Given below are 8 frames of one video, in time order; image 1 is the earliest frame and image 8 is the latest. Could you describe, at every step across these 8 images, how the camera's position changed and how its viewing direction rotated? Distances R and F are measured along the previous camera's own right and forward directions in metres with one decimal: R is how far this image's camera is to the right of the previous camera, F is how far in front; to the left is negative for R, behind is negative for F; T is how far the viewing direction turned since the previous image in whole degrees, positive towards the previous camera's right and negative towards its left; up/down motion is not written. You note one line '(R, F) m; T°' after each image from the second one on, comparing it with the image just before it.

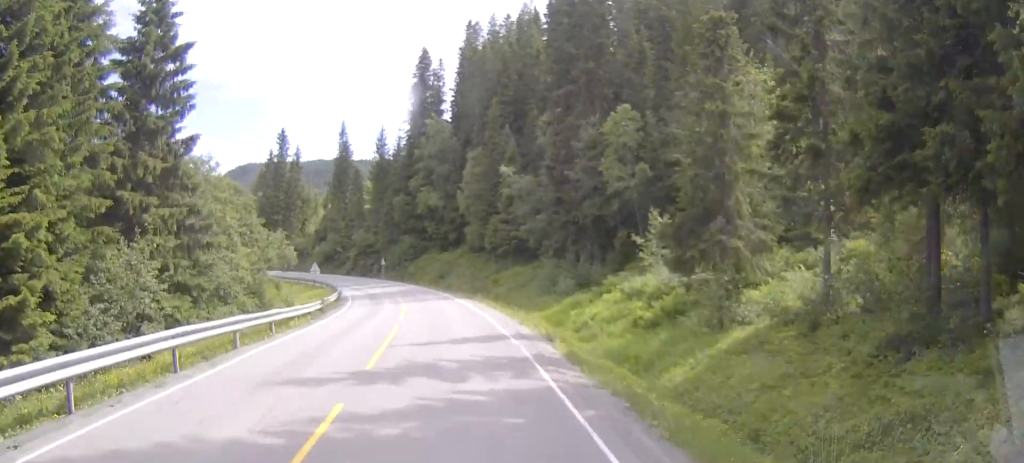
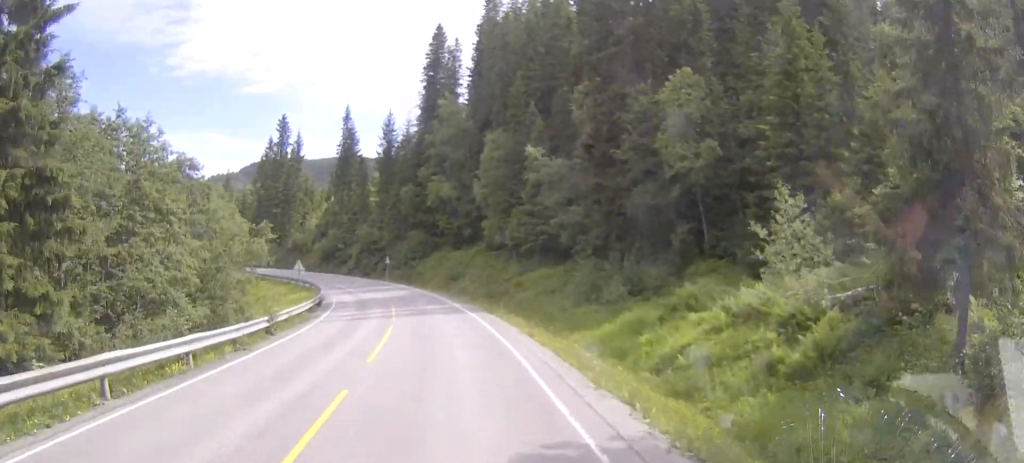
(-0.1, +10.7) m; -2°
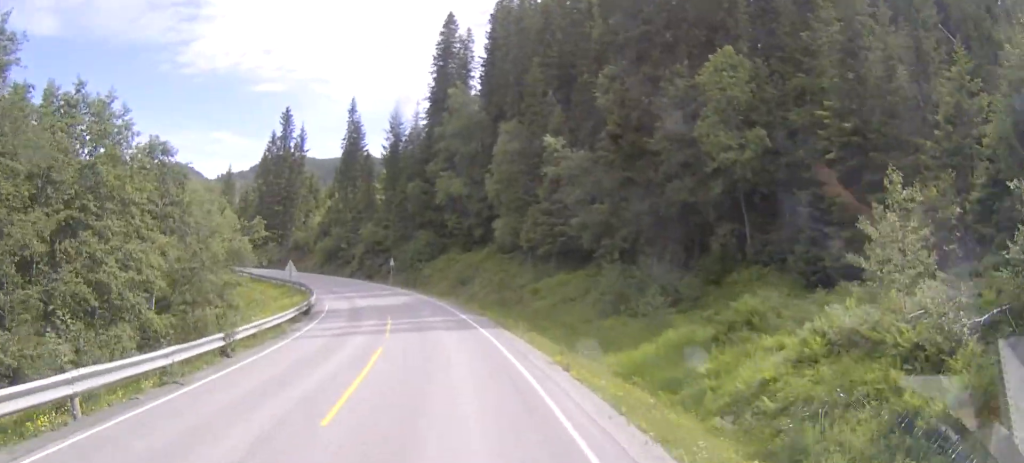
(-0.1, +4.8) m; -1°
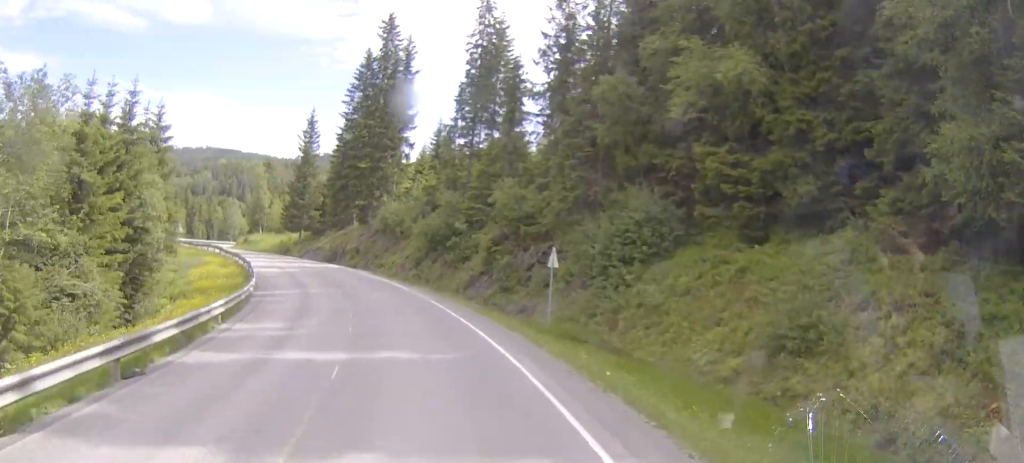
(-4.5, +43.5) m; -15°
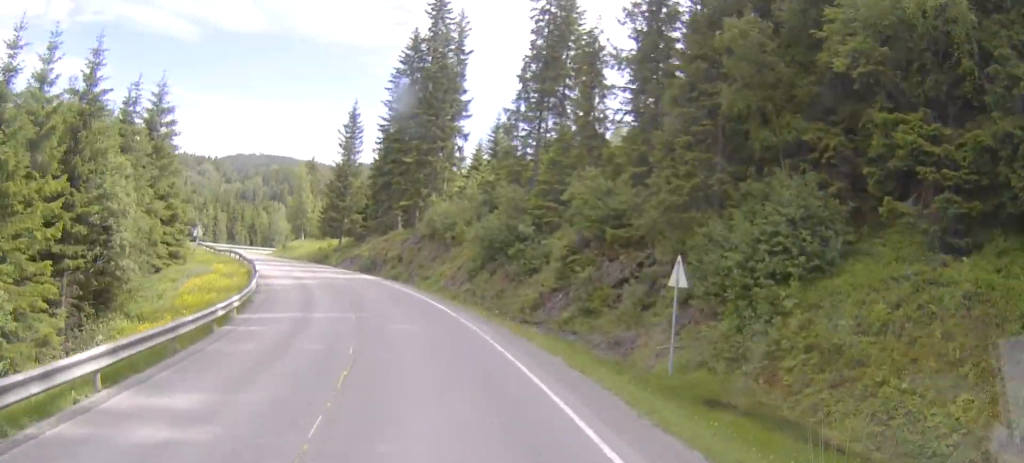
(-0.5, +8.9) m; -4°
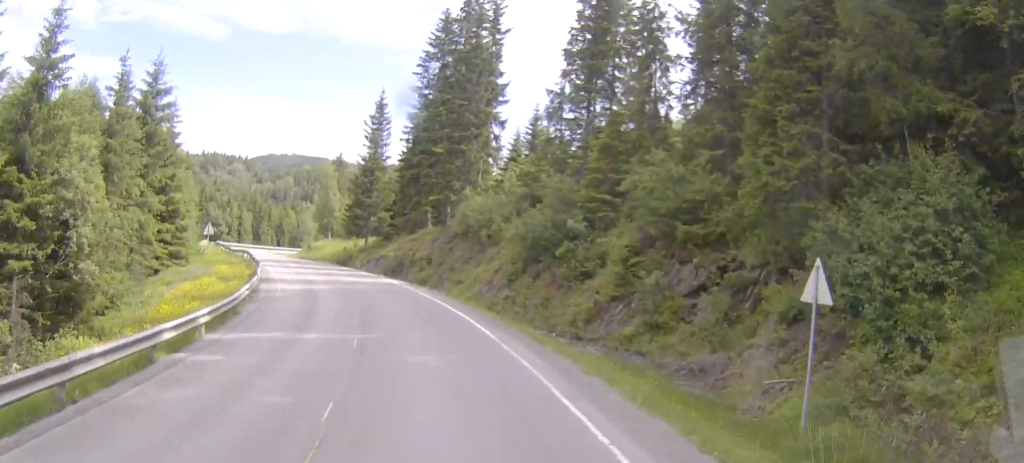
(-0.1, +5.8) m; -3°
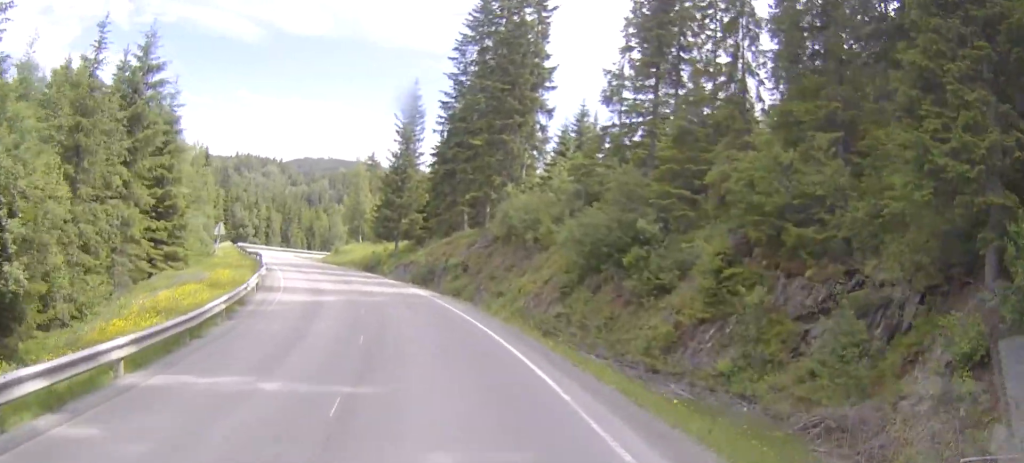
(-0.2, +5.9) m; -3°
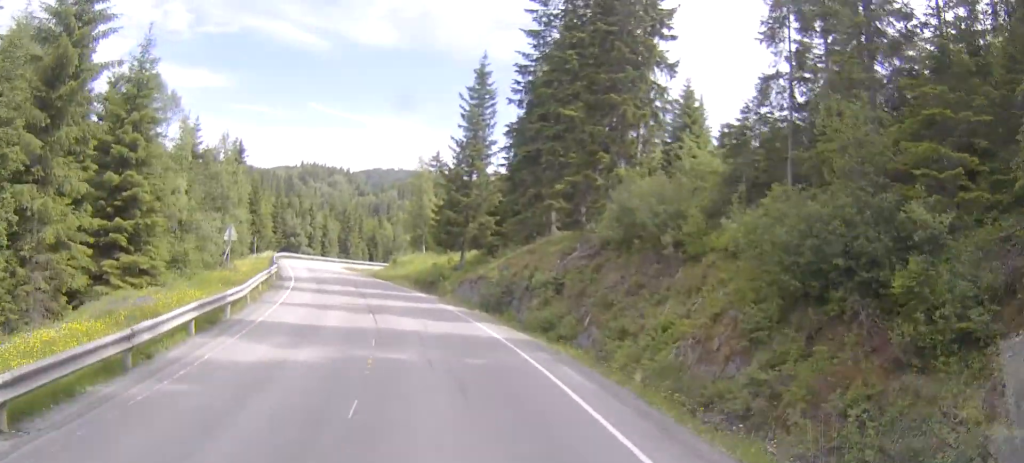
(-0.5, +12.3) m; -5°
